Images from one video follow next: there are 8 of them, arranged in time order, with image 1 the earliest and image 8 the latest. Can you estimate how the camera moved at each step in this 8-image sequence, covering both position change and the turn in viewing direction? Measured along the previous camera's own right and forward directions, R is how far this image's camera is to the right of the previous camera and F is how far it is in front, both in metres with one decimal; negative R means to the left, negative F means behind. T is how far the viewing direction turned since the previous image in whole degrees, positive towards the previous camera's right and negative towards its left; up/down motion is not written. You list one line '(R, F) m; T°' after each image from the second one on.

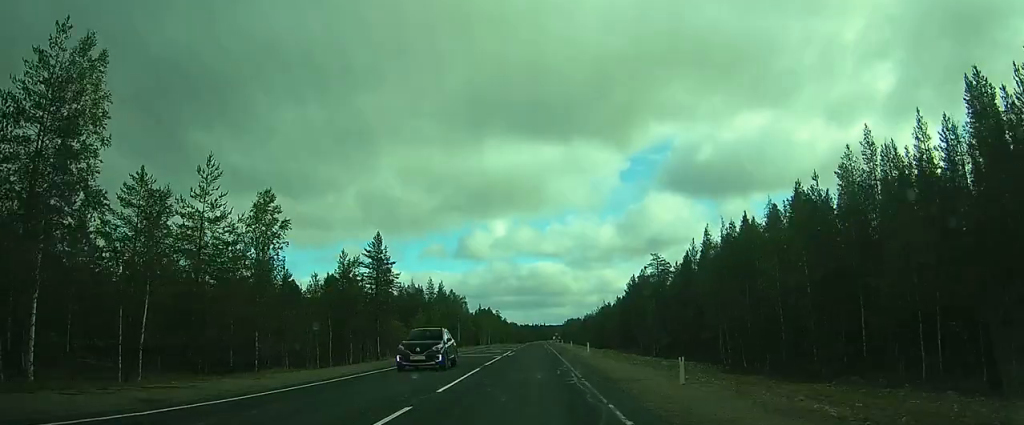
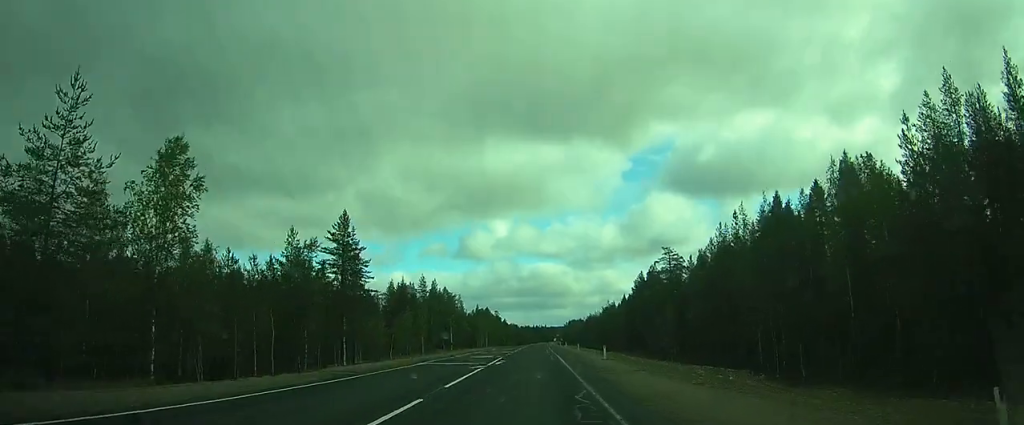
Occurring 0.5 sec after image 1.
(0.0, +10.1) m; 0°
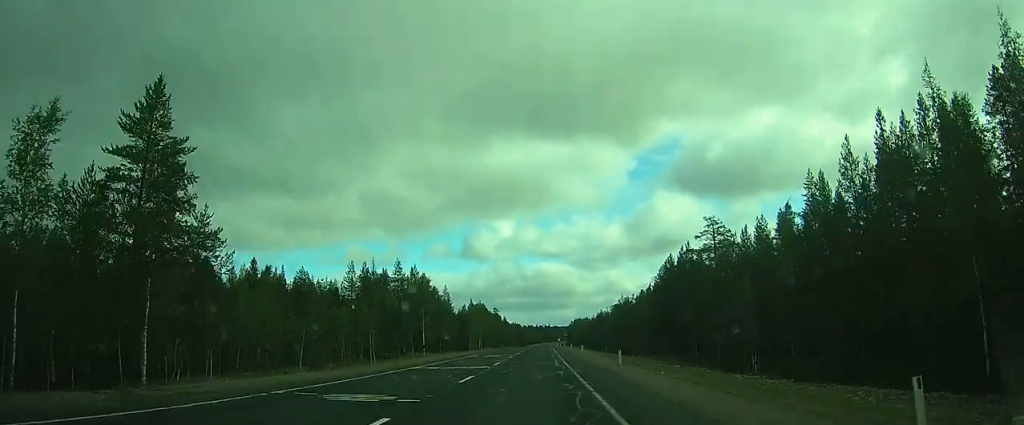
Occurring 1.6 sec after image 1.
(0.0, +25.5) m; 0°
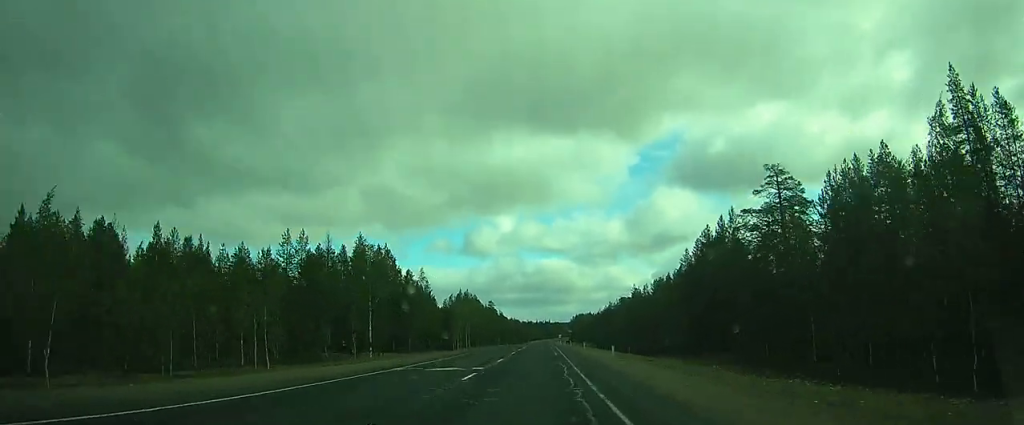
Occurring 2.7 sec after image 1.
(+0.1, +22.7) m; 0°
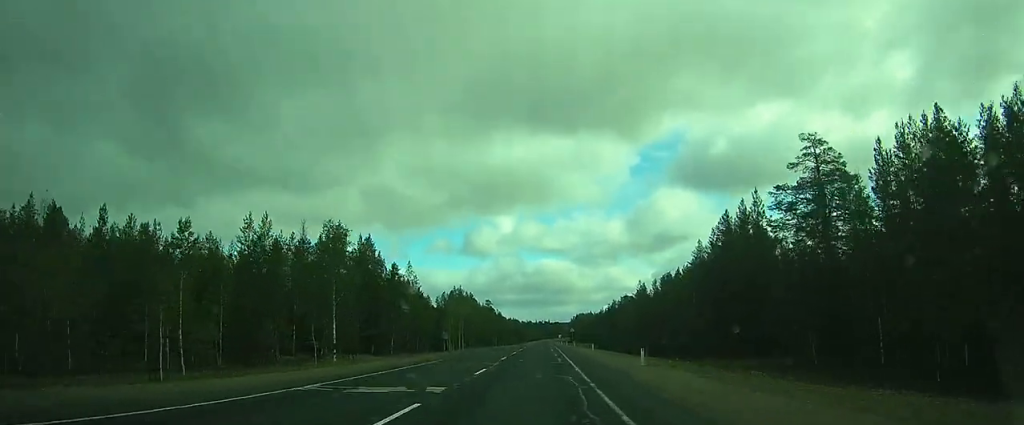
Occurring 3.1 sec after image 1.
(0.0, +8.8) m; 0°
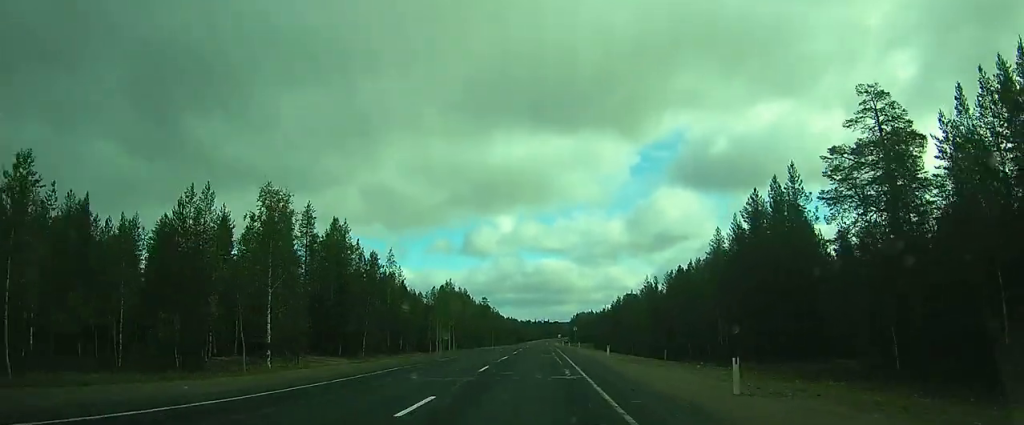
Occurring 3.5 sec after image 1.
(0.0, +10.3) m; 0°
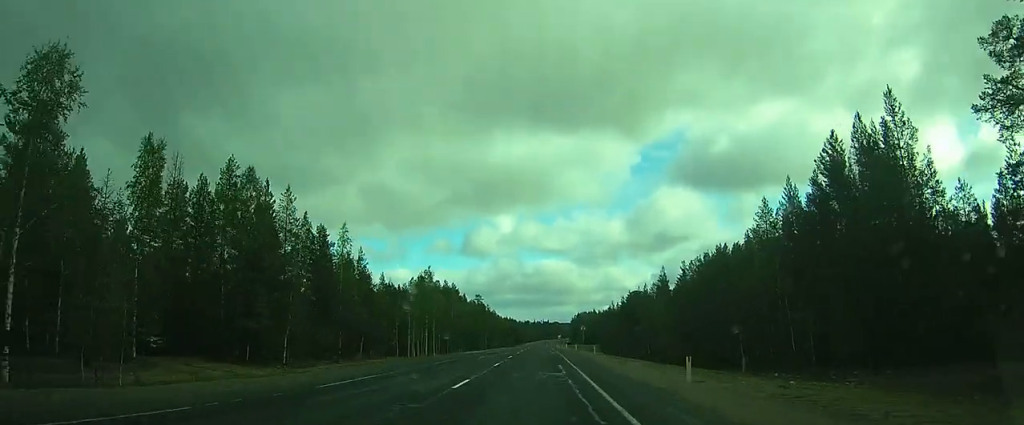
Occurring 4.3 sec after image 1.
(0.0, +17.7) m; 0°
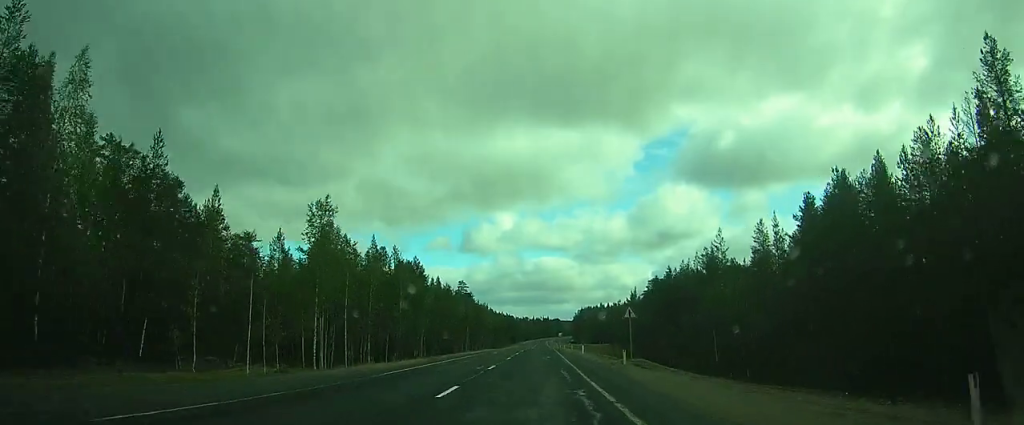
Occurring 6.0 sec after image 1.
(+0.3, +37.2) m; +1°
